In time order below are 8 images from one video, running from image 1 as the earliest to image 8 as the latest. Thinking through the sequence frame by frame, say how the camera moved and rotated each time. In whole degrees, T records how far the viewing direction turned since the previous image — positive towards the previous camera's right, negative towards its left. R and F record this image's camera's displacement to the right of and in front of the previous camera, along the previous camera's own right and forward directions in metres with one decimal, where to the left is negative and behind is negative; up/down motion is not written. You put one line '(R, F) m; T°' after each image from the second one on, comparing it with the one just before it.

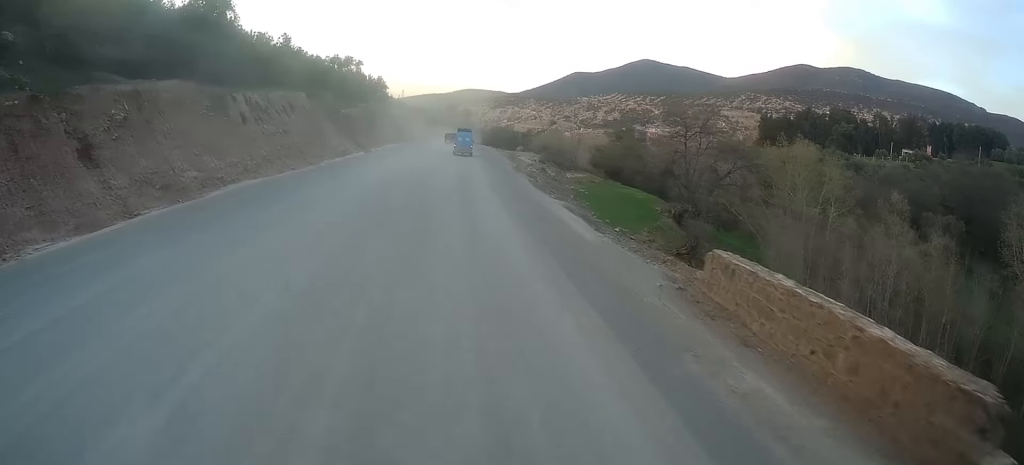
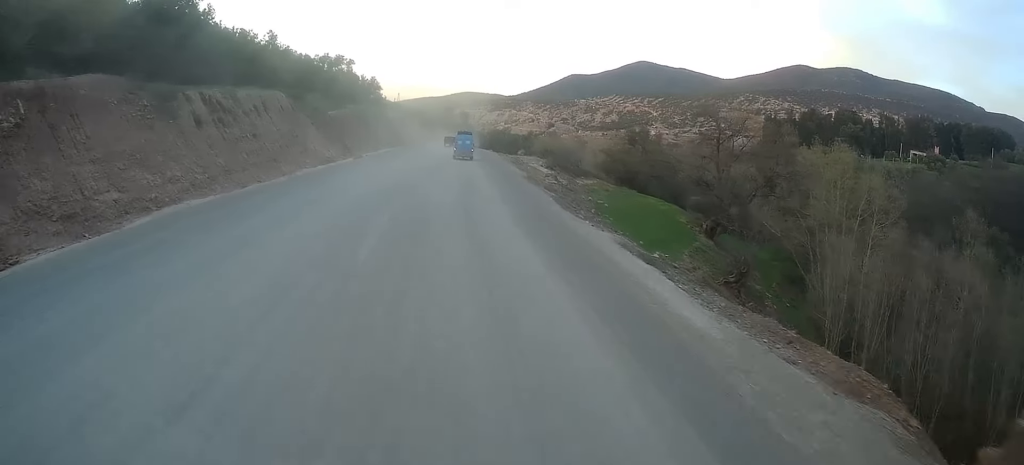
(-0.1, +8.0) m; 0°
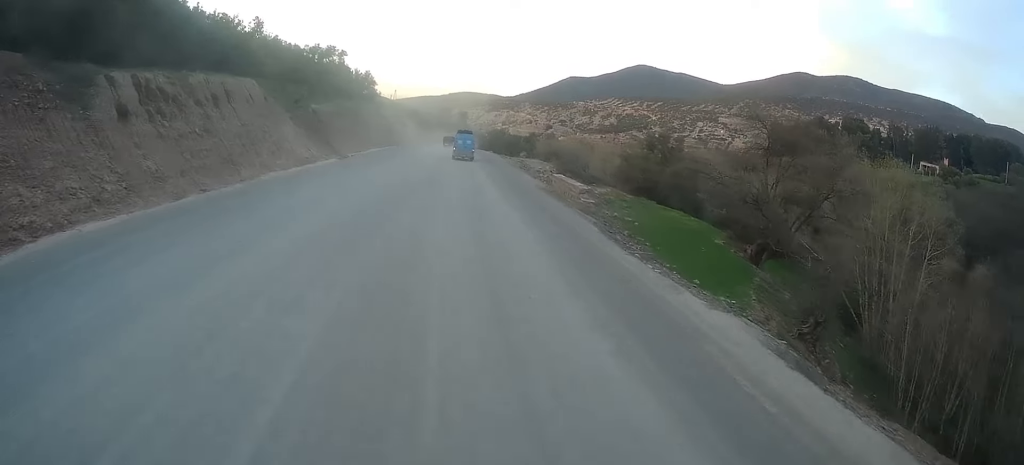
(-0.3, +8.6) m; 0°
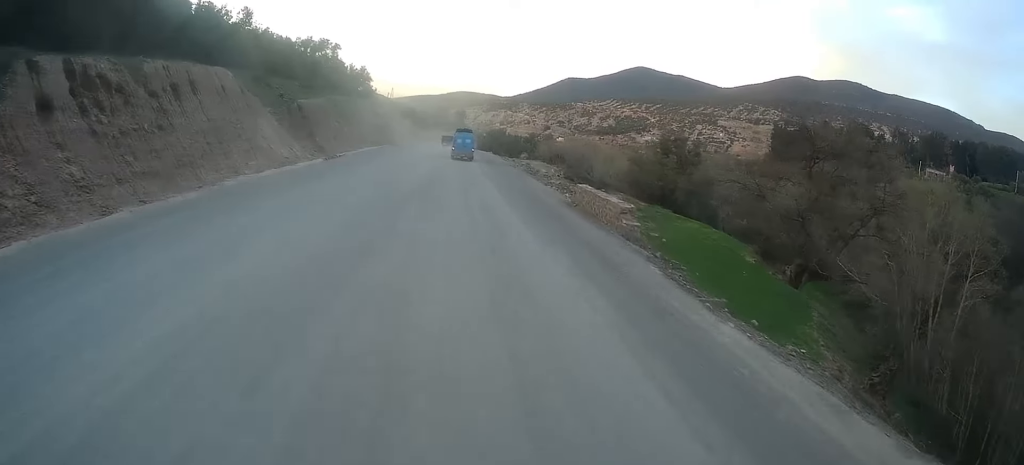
(+0.2, +6.0) m; +1°
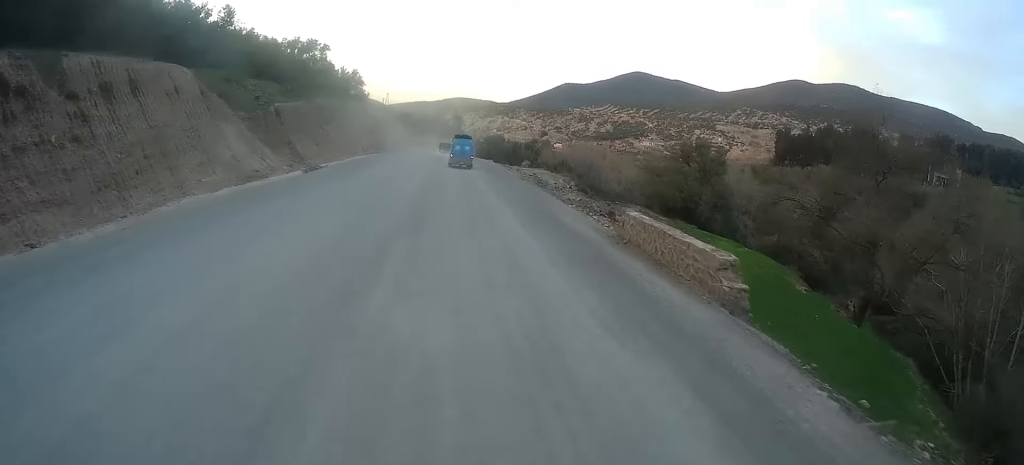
(+0.1, +7.1) m; +1°
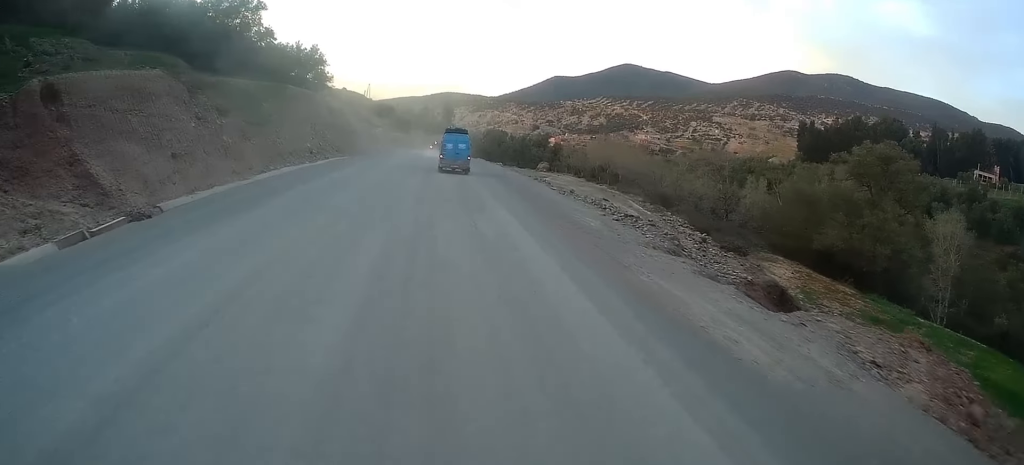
(-0.1, +30.1) m; 0°
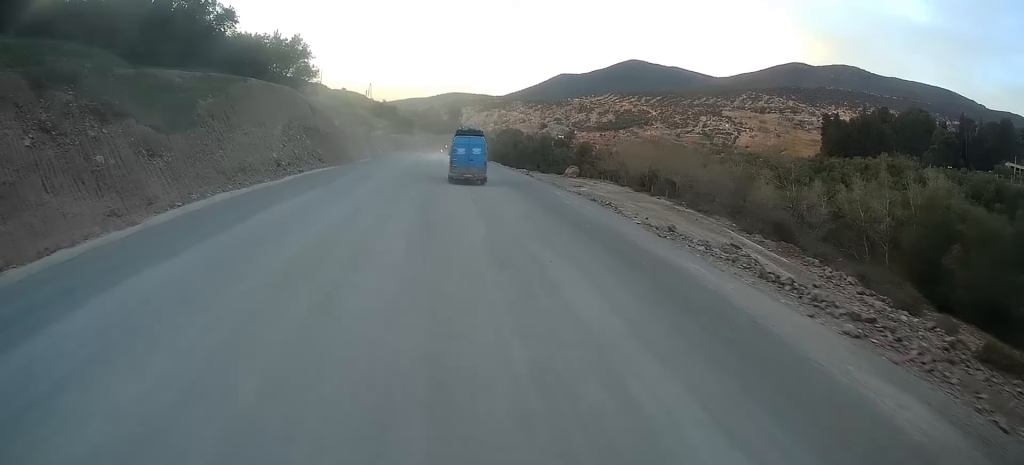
(+0.1, +14.8) m; 0°
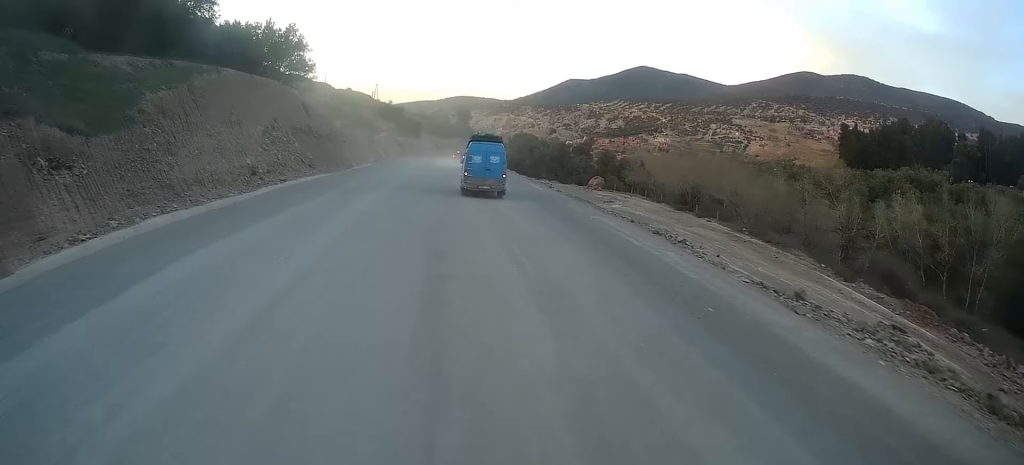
(0.0, +8.0) m; -1°
